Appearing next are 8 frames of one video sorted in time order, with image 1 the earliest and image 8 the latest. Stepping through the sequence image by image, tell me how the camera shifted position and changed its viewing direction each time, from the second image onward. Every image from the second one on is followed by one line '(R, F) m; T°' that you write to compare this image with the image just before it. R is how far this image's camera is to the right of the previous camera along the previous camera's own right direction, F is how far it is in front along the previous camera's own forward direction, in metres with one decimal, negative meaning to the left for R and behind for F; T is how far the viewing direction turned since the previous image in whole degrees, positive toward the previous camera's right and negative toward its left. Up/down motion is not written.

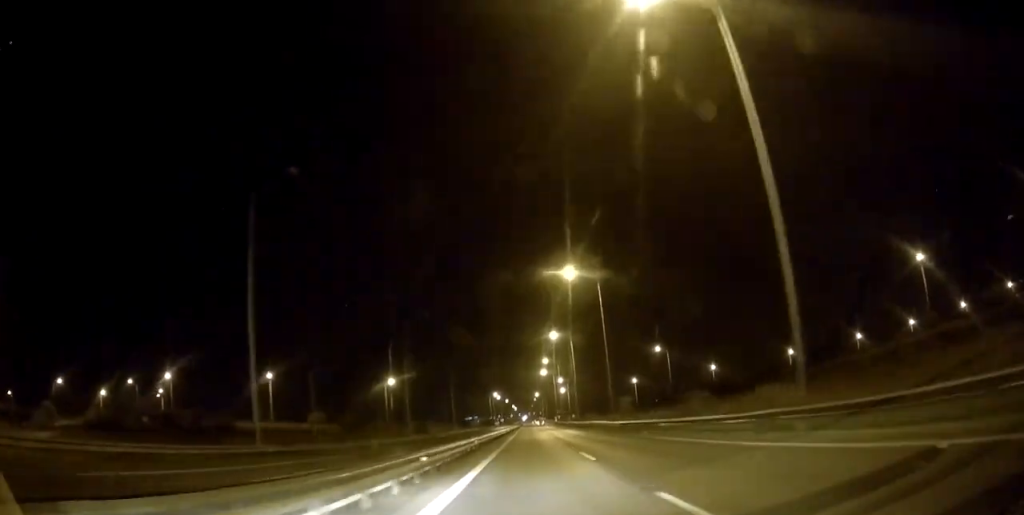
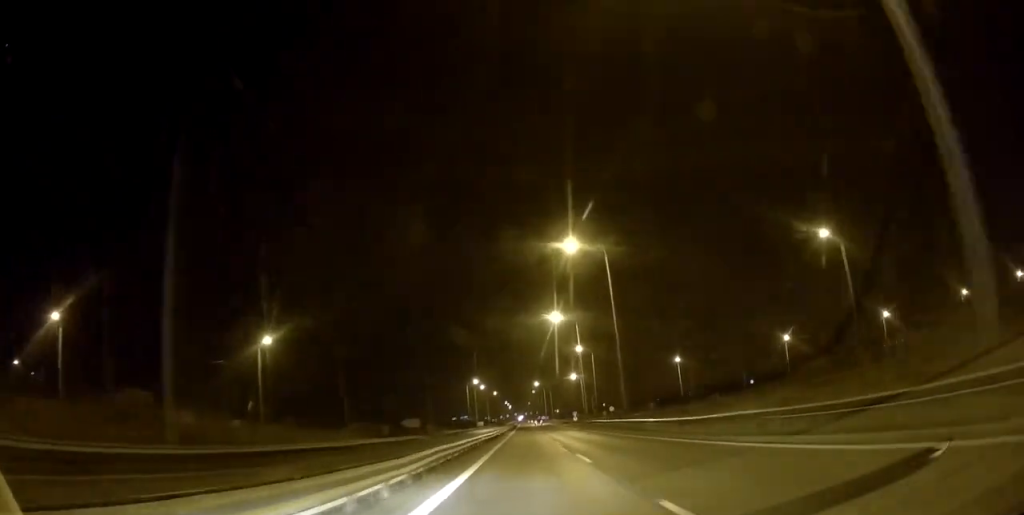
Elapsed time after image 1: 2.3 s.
(+0.6, +76.7) m; 0°
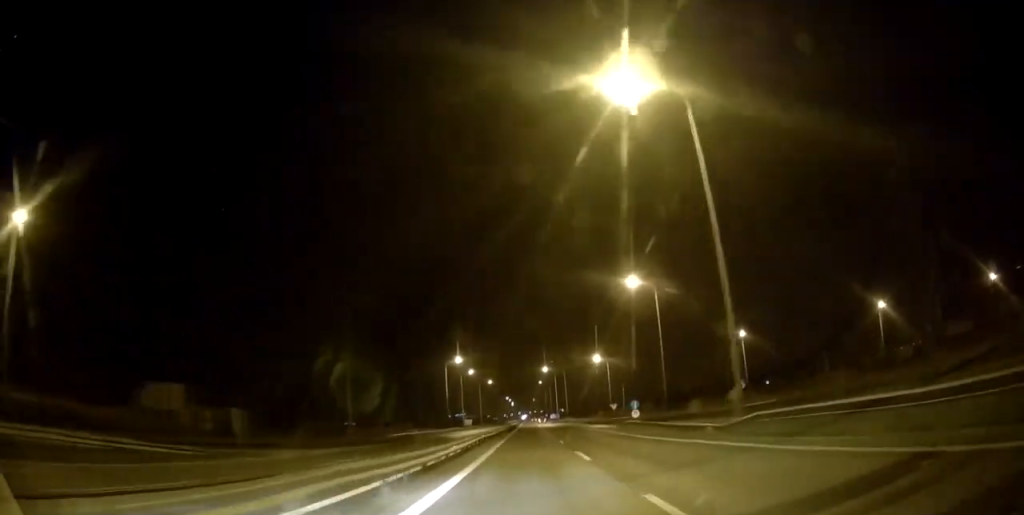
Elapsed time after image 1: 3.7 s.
(-0.6, +49.3) m; 0°
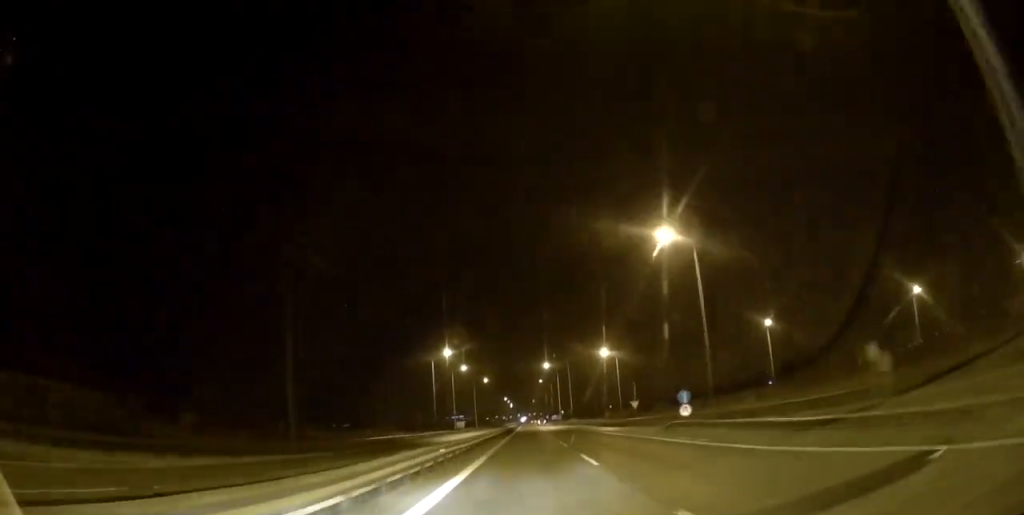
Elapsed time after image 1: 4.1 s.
(+0.1, +14.7) m; 0°
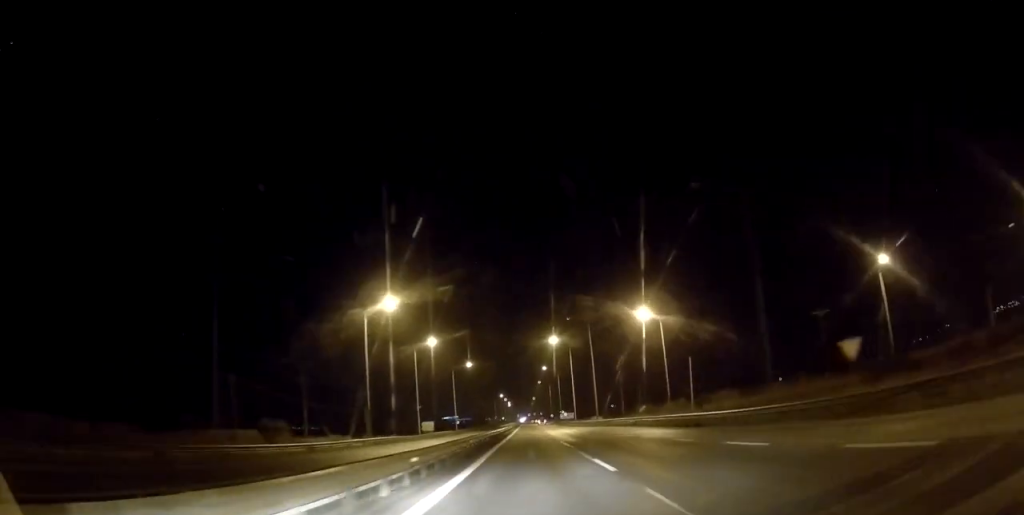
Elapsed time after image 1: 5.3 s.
(+0.4, +39.7) m; 0°
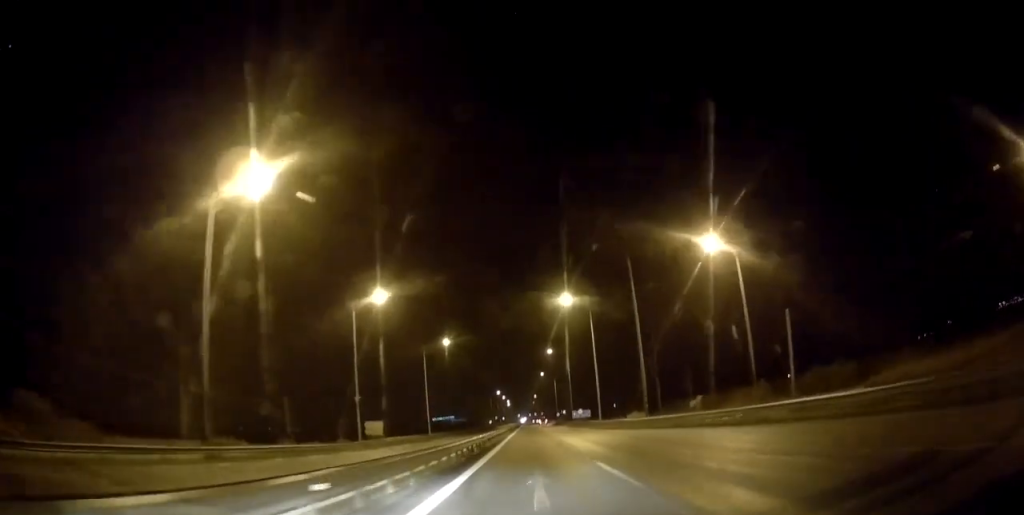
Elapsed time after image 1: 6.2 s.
(-0.5, +29.5) m; 0°
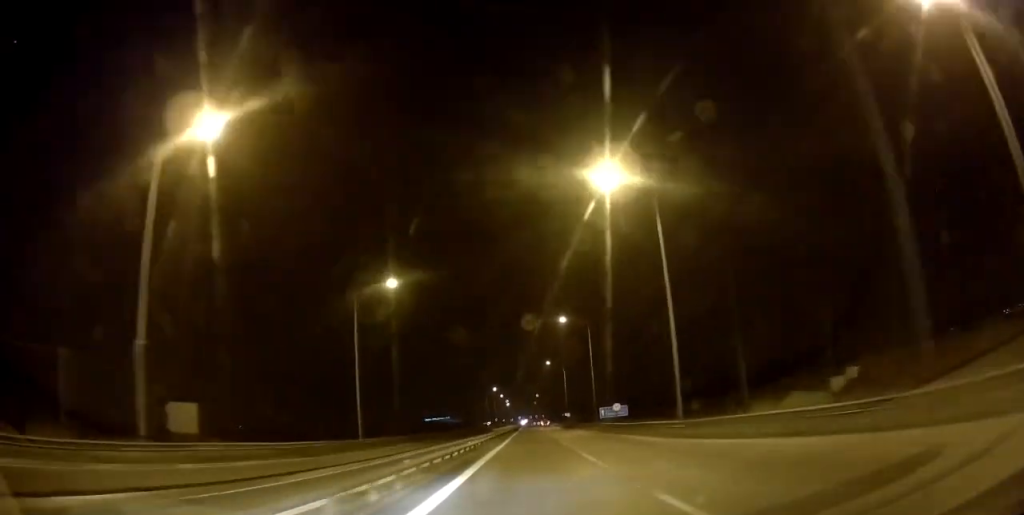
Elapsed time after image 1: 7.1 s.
(+0.3, +31.2) m; +1°
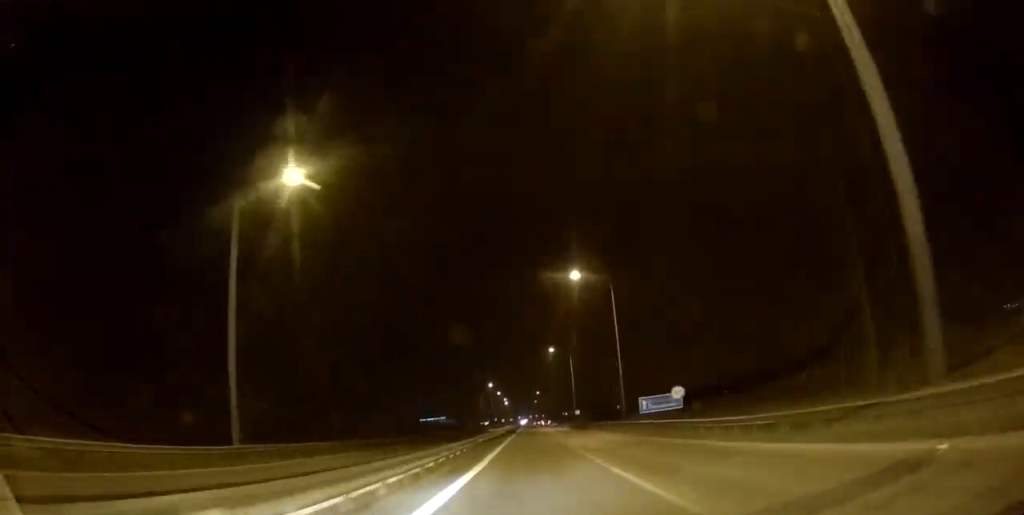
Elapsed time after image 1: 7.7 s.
(0.0, +19.2) m; 0°
